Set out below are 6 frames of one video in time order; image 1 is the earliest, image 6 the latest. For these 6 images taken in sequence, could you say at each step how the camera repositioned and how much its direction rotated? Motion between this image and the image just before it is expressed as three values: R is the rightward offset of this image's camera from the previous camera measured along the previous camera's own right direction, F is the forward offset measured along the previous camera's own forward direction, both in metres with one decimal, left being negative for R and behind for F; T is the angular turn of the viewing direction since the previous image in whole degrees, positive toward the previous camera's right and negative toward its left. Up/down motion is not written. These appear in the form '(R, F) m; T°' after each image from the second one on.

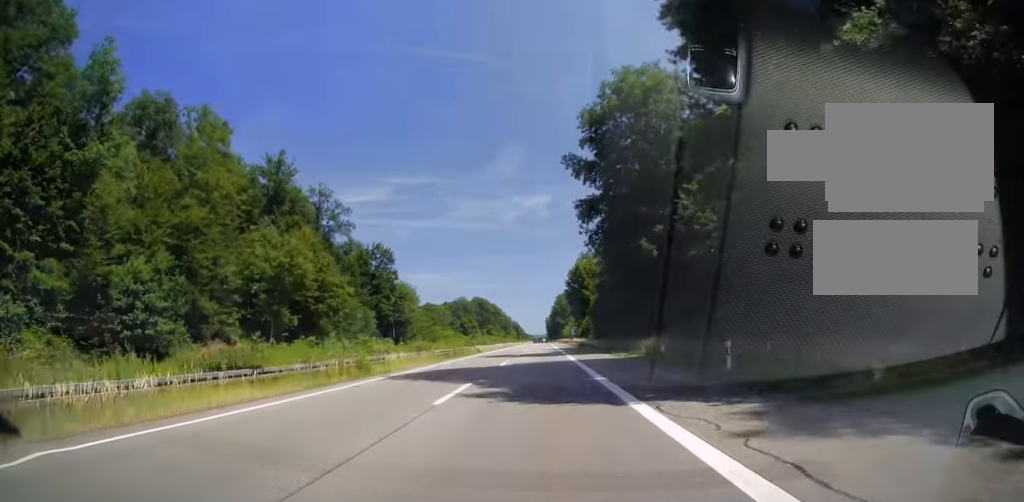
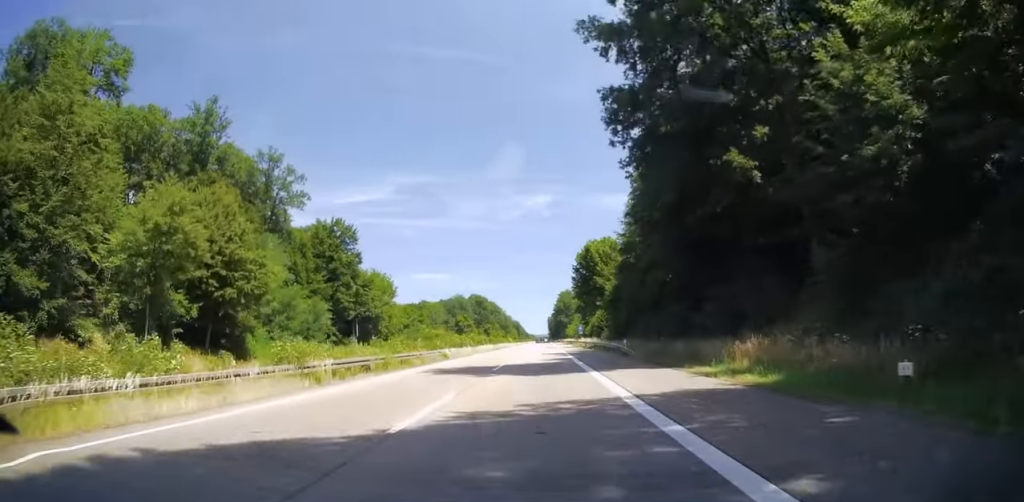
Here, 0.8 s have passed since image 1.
(-0.1, +22.1) m; 0°
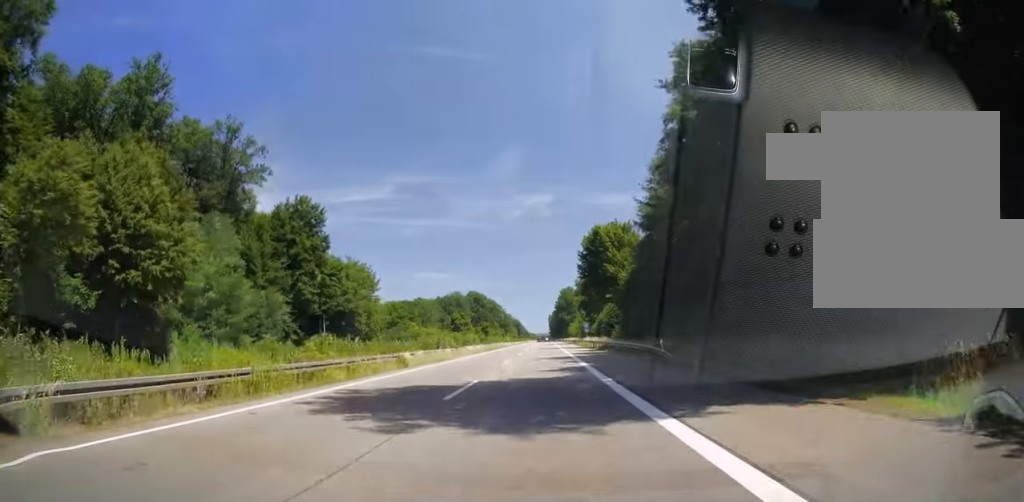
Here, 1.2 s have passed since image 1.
(0.0, +13.3) m; 0°
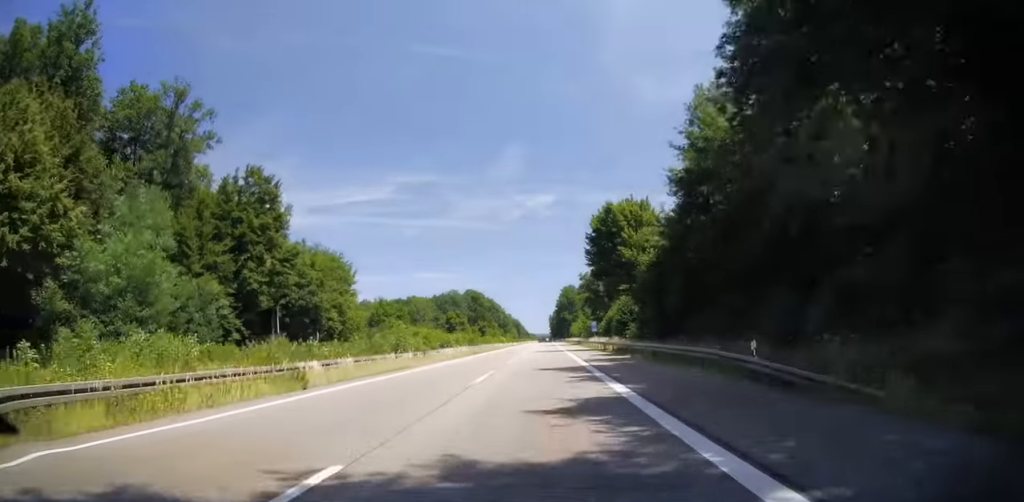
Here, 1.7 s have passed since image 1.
(0.0, +13.3) m; 0°
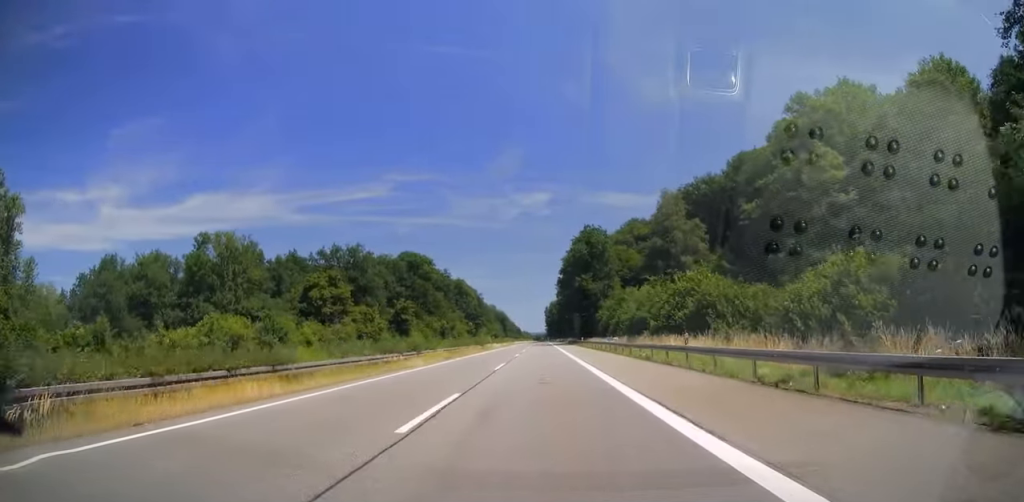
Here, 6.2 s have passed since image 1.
(+1.1, +136.1) m; +1°
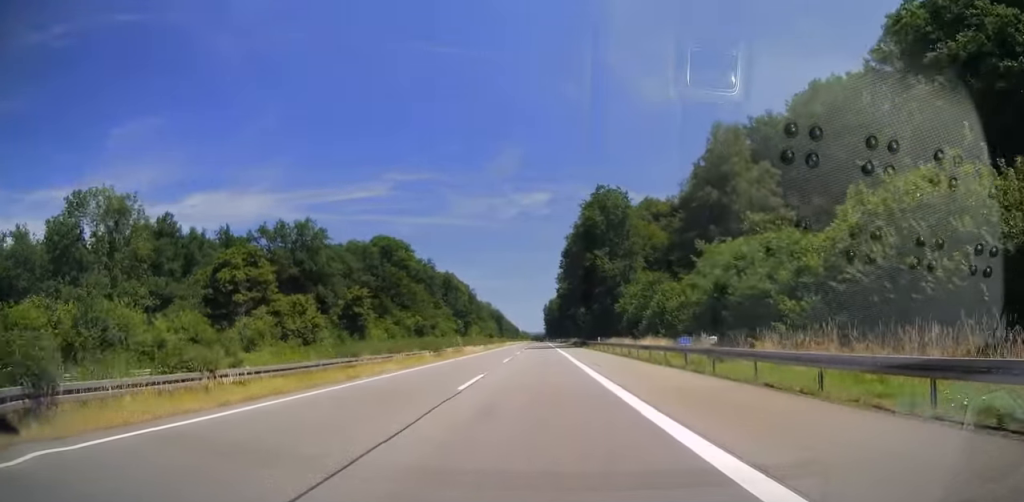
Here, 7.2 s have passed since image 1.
(+0.3, +28.6) m; 0°
